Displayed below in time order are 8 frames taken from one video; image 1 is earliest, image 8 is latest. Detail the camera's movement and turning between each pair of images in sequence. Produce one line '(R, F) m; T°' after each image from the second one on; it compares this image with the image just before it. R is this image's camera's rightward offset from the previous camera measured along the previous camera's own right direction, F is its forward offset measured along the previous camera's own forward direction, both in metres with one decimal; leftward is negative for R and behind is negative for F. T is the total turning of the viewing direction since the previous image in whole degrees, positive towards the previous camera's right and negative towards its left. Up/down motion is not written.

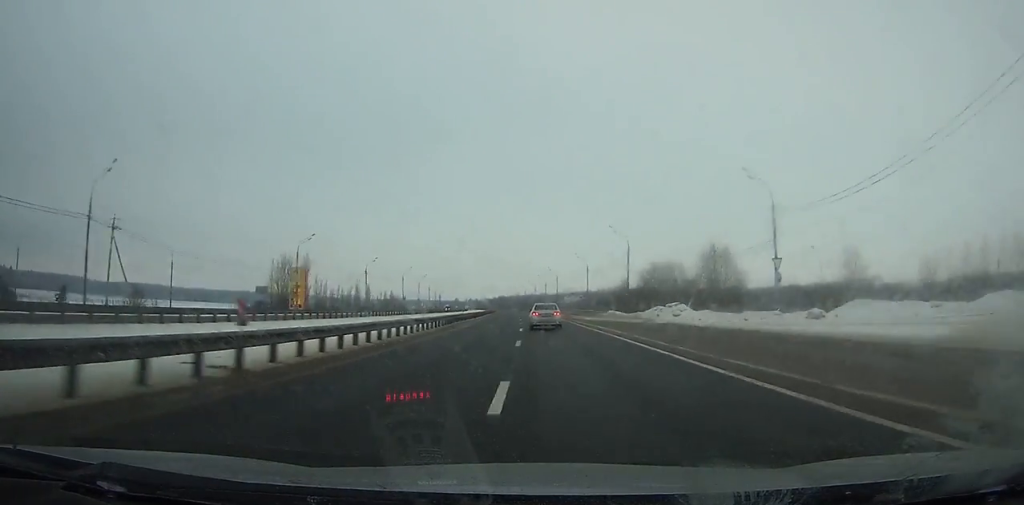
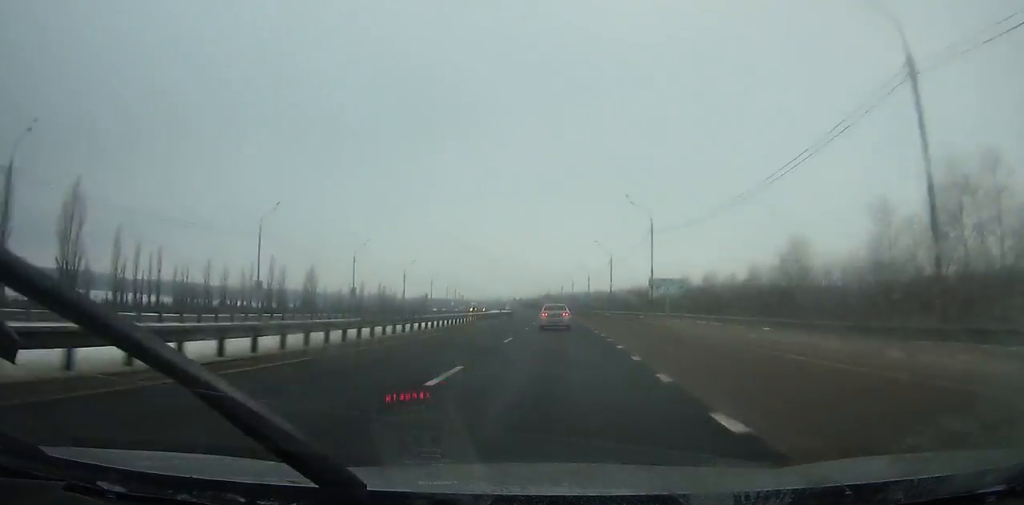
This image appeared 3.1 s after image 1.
(-3.0, +93.3) m; -3°
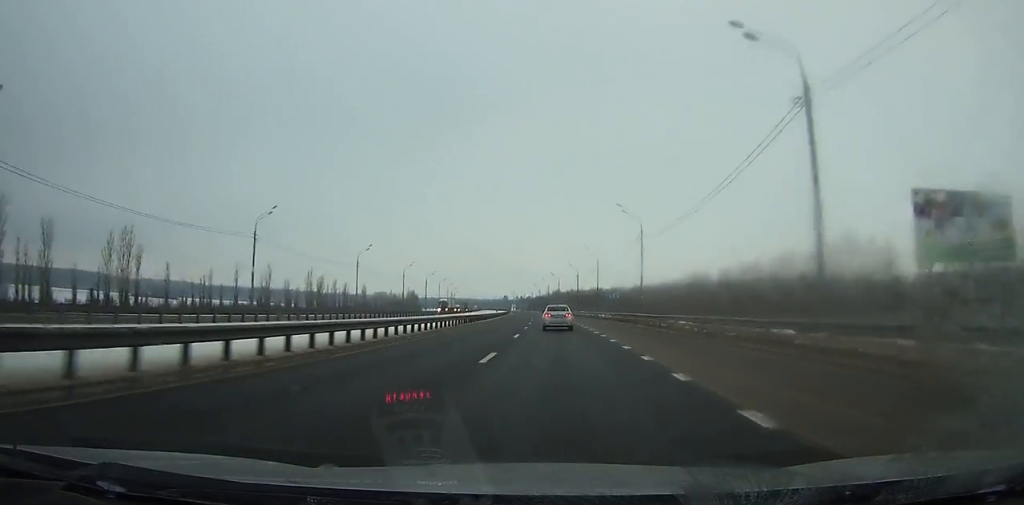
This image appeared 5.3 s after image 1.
(-1.3, +66.8) m; -2°
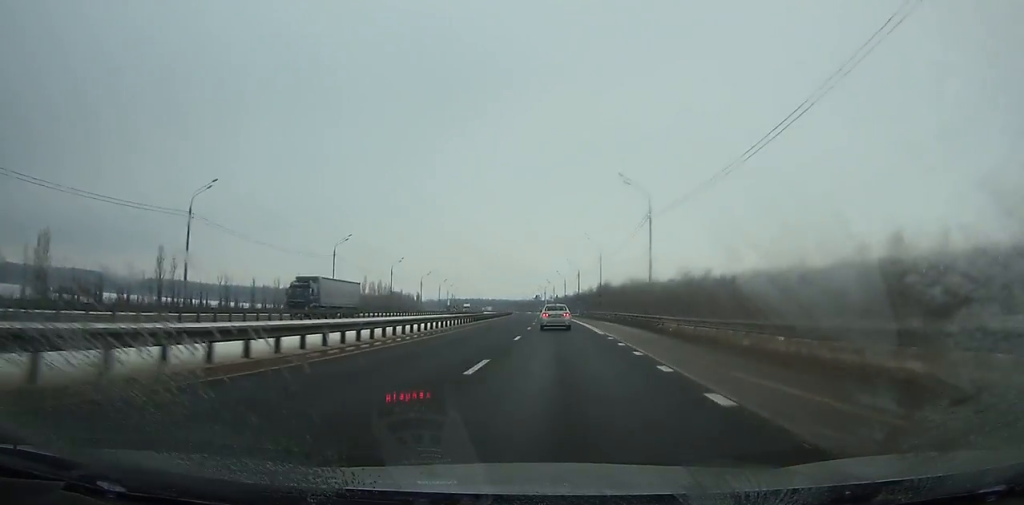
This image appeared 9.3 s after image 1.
(-2.9, +123.4) m; -3°
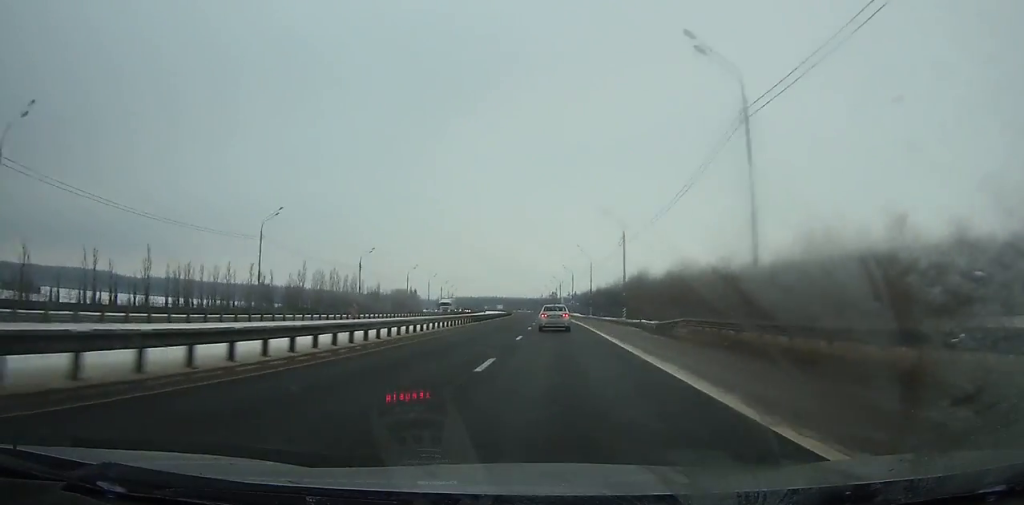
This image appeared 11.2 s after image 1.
(-1.4, +59.2) m; -2°
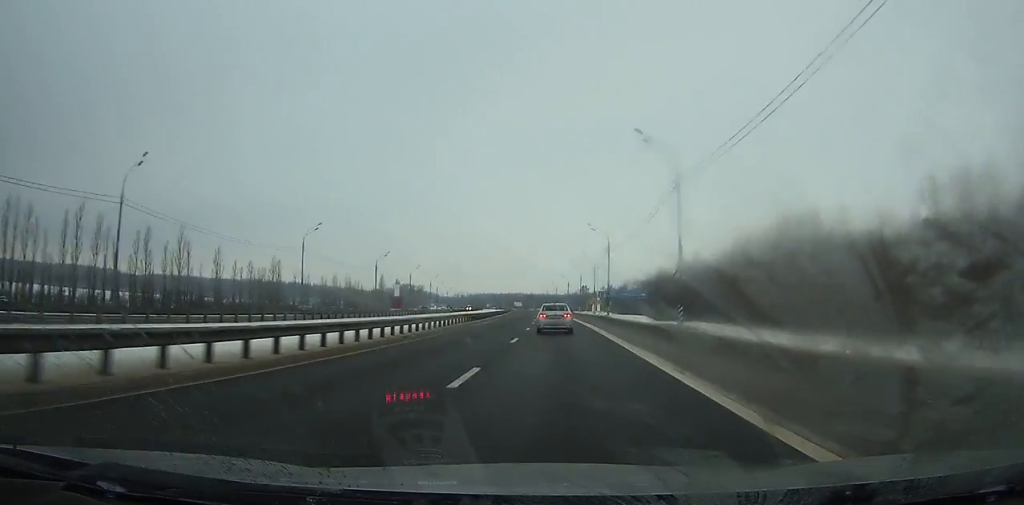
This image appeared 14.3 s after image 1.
(-2.3, +96.4) m; -3°
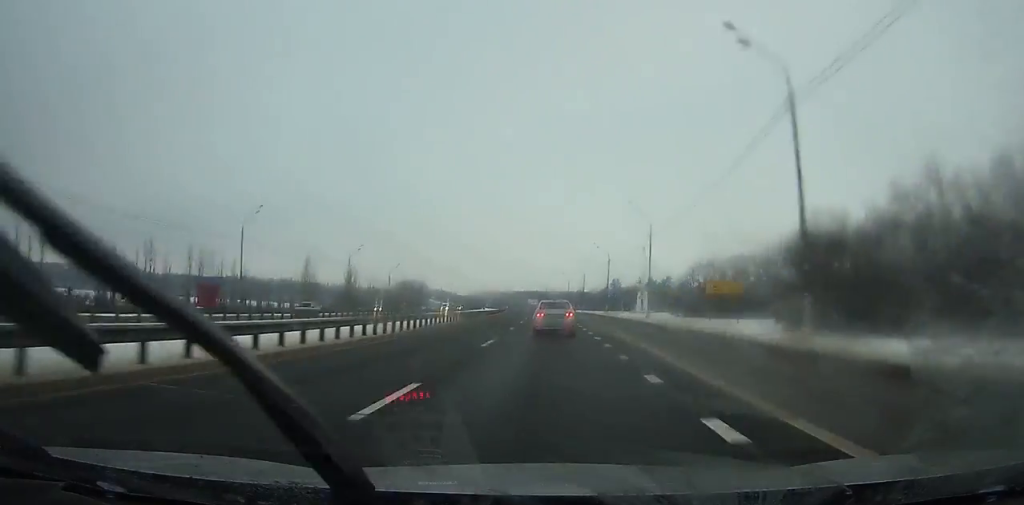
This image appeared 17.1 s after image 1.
(-2.0, +87.0) m; -3°
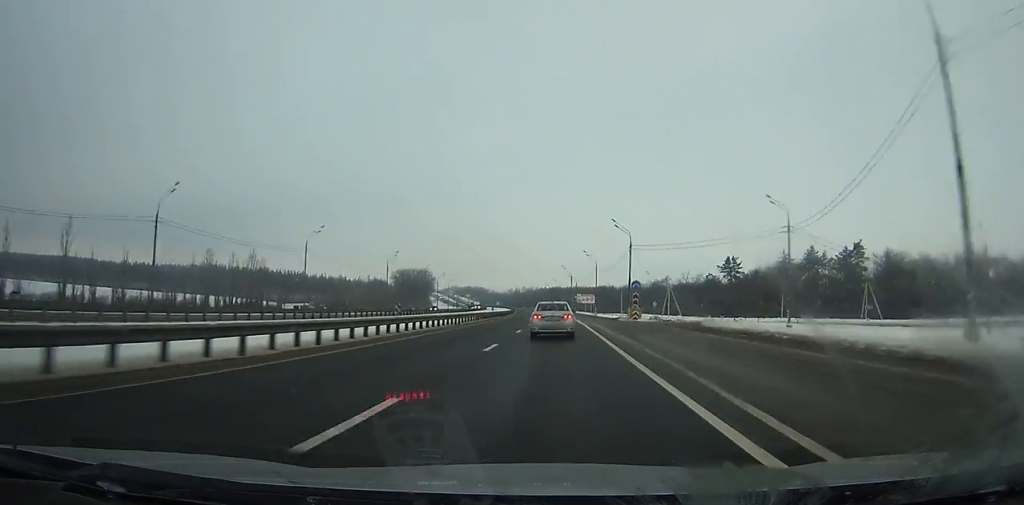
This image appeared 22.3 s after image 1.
(-6.4, +159.7) m; -4°
